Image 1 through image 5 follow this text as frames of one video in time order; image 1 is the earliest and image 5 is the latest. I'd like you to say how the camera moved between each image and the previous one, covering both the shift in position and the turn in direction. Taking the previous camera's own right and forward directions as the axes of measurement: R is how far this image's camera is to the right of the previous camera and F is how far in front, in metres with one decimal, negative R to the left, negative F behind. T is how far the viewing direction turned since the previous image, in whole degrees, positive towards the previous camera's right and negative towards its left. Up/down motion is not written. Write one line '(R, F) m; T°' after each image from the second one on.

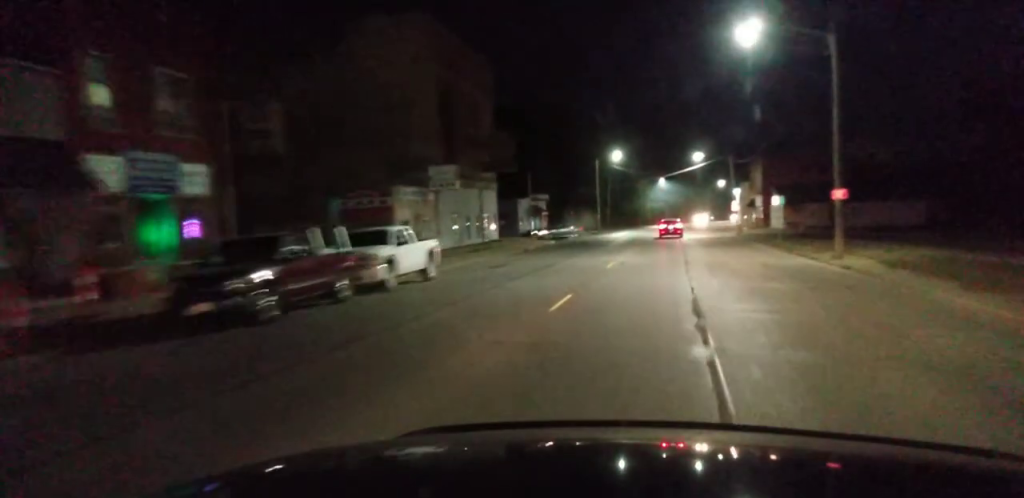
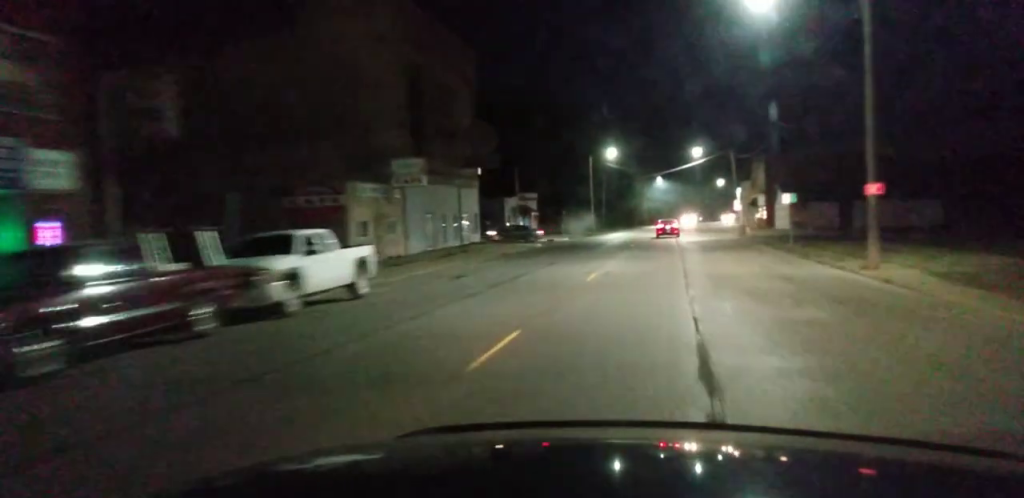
(-0.1, +5.1) m; -2°
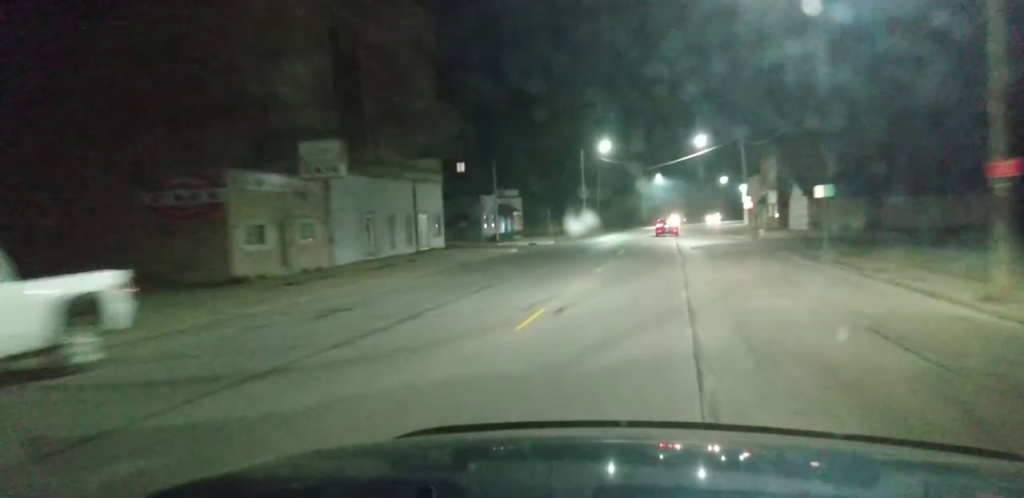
(-0.3, +8.9) m; -2°
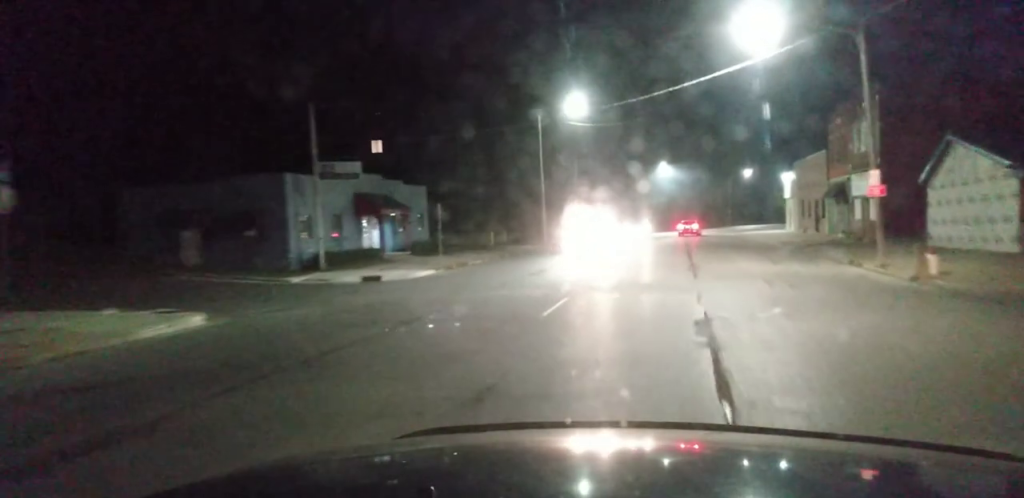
(+2.1, +29.9) m; +5°
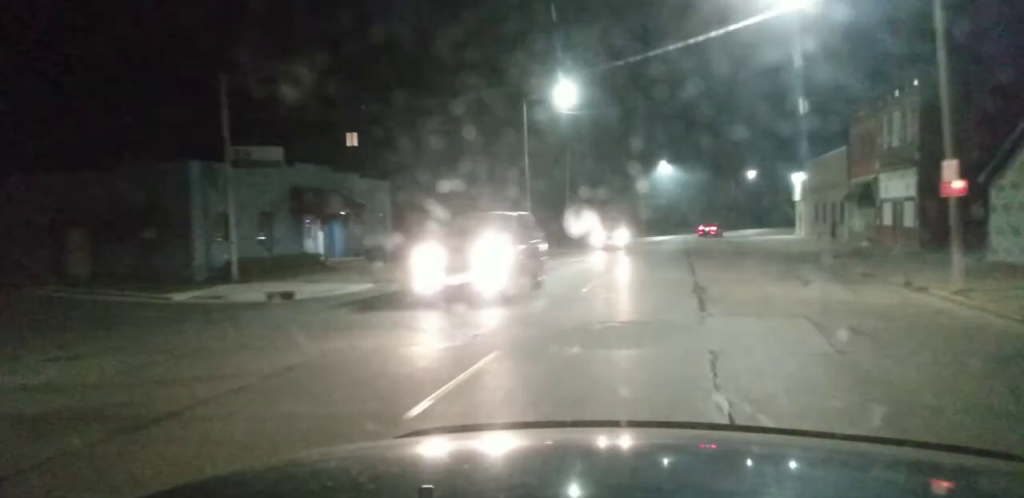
(+0.1, +4.4) m; -2°
